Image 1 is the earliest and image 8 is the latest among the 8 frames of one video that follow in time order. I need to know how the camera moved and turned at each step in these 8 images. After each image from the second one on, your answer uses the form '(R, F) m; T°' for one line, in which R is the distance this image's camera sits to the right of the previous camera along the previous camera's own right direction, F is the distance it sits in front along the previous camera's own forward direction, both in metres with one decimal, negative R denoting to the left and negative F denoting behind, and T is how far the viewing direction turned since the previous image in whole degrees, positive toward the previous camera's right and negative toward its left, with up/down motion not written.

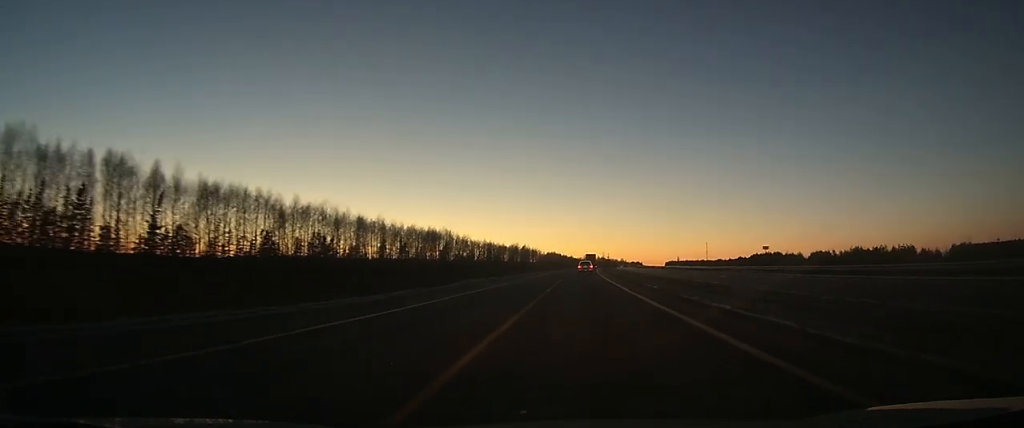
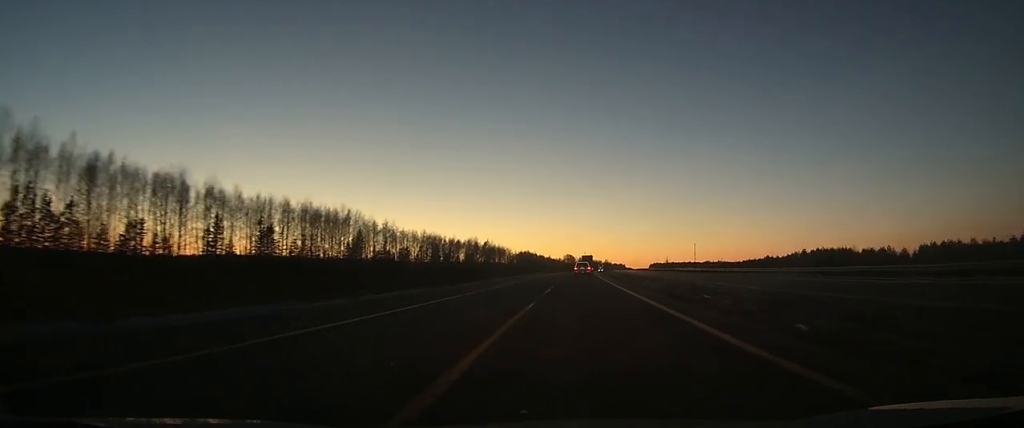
(+2.3, +94.1) m; +2°
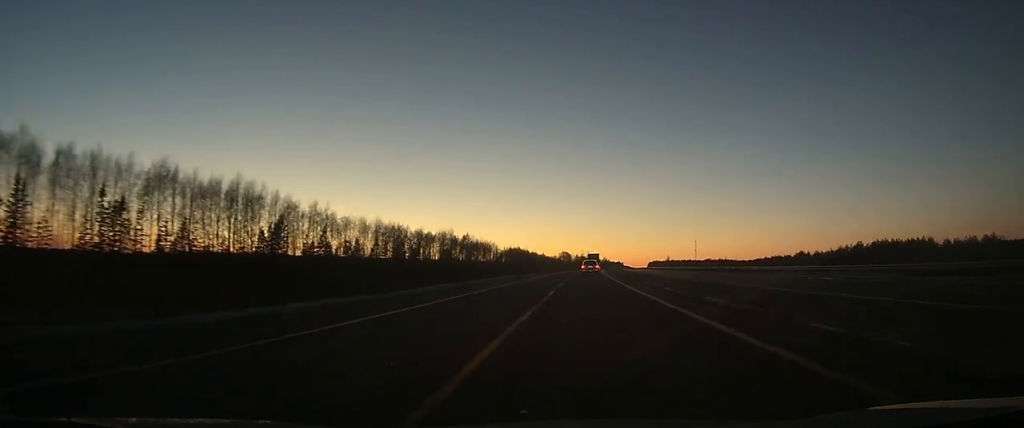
(+0.1, +50.0) m; +1°
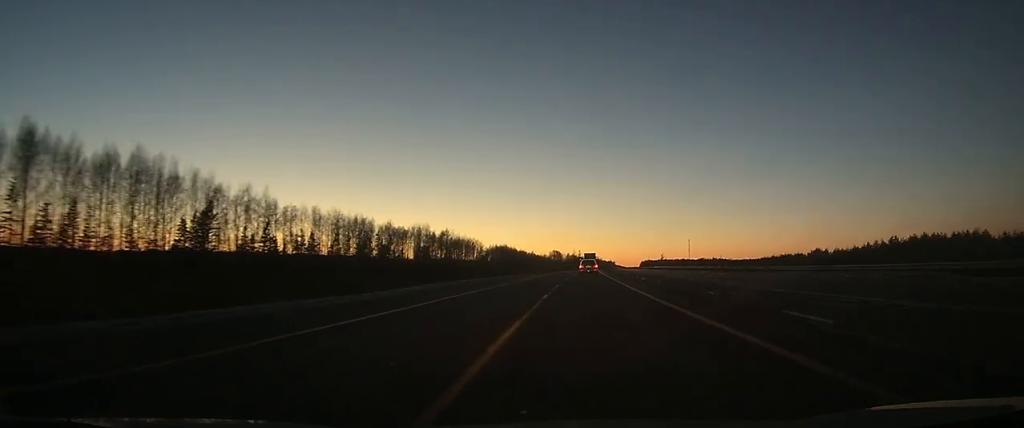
(-0.1, +26.3) m; +1°
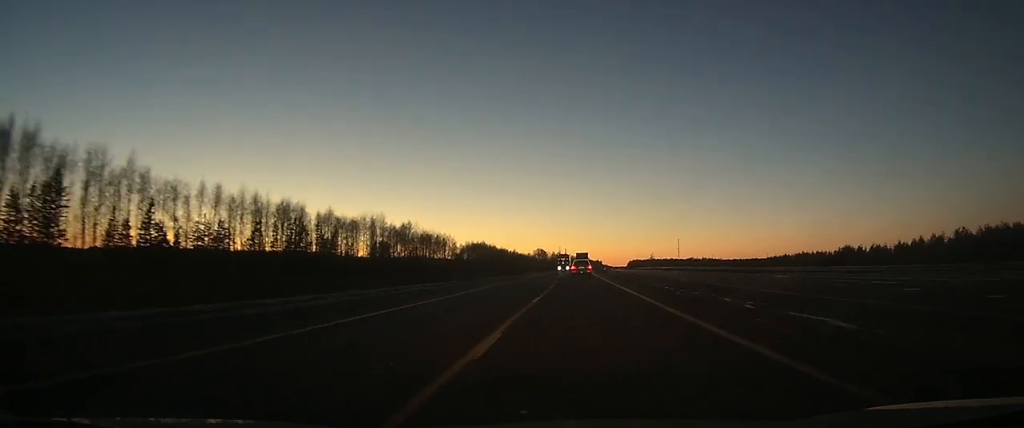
(+0.5, +37.4) m; +1°
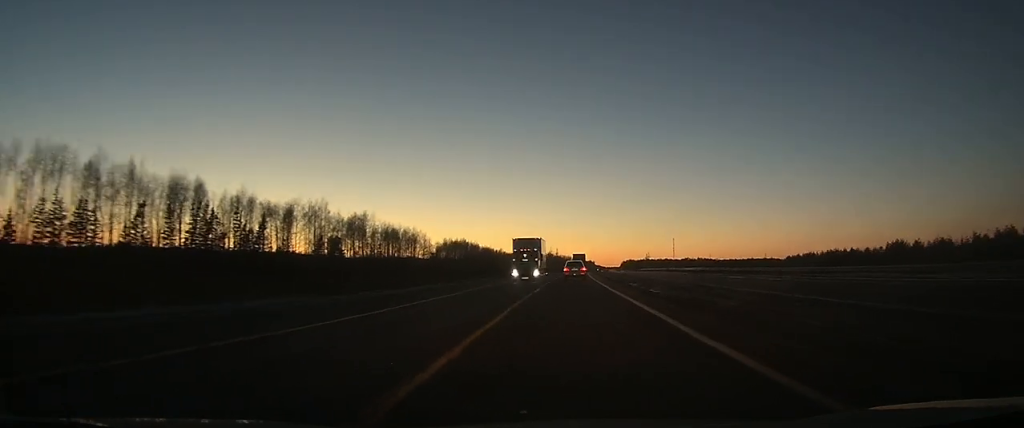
(+0.5, +38.1) m; +1°
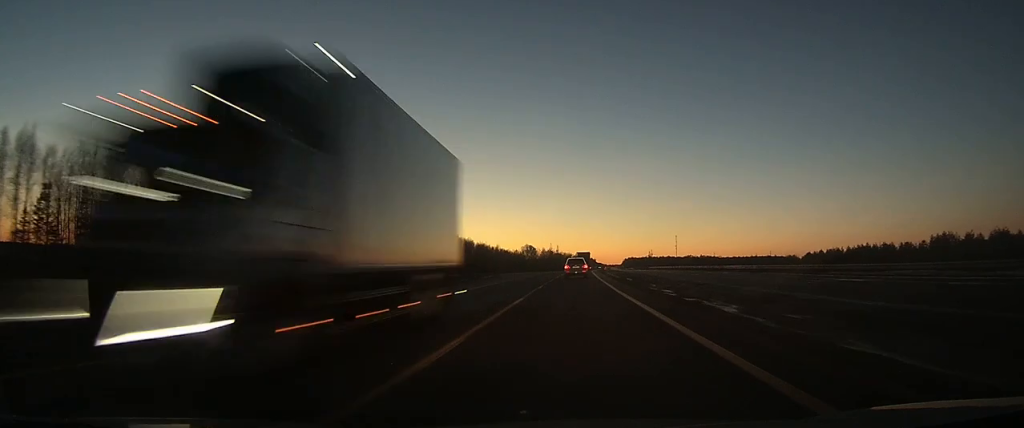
(+0.1, +22.2) m; 0°
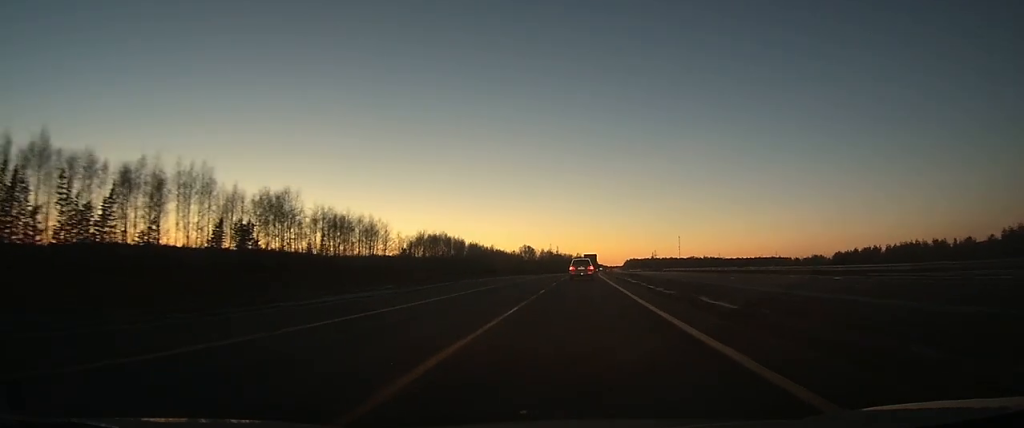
(-0.1, +27.5) m; 0°
